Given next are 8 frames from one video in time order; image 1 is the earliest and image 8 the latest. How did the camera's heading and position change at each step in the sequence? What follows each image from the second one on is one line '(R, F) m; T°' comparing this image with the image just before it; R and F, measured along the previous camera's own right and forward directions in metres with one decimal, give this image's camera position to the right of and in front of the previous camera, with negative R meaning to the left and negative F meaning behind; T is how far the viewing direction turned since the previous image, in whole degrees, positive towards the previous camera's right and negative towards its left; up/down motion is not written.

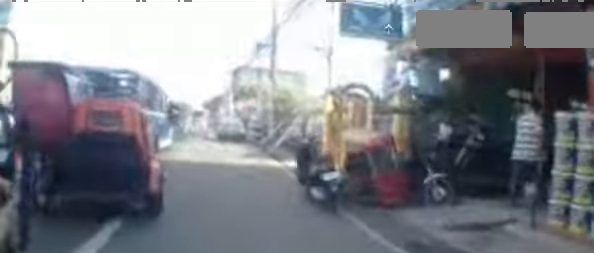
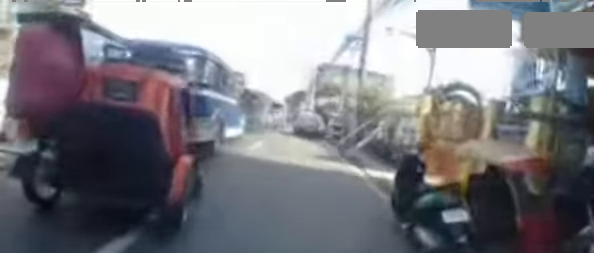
(0.0, +1.7) m; -1°
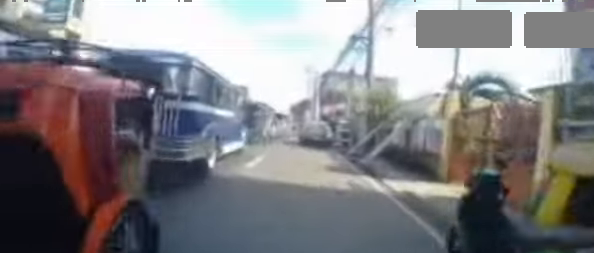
(0.0, +1.3) m; -1°
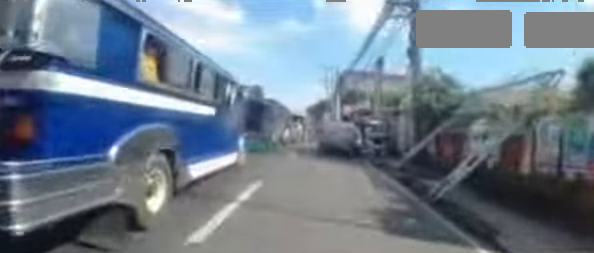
(-0.3, +4.7) m; -4°
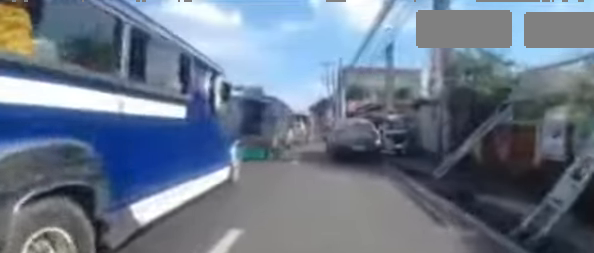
(-0.1, +2.5) m; +1°
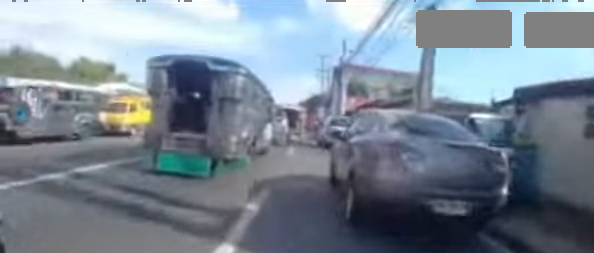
(-0.3, +8.0) m; -5°
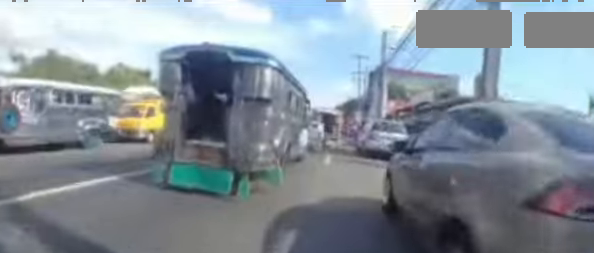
(0.0, +2.0) m; +2°
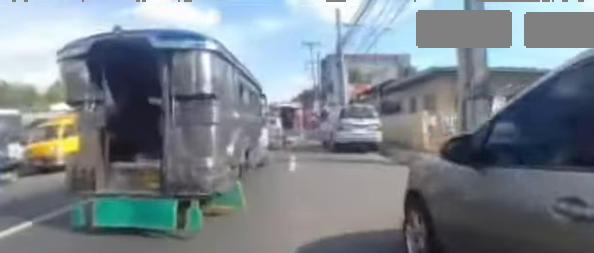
(0.0, +2.2) m; +4°
